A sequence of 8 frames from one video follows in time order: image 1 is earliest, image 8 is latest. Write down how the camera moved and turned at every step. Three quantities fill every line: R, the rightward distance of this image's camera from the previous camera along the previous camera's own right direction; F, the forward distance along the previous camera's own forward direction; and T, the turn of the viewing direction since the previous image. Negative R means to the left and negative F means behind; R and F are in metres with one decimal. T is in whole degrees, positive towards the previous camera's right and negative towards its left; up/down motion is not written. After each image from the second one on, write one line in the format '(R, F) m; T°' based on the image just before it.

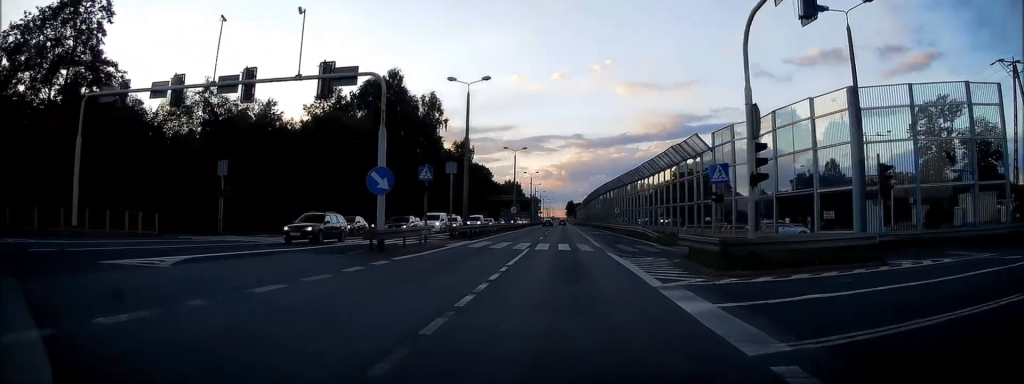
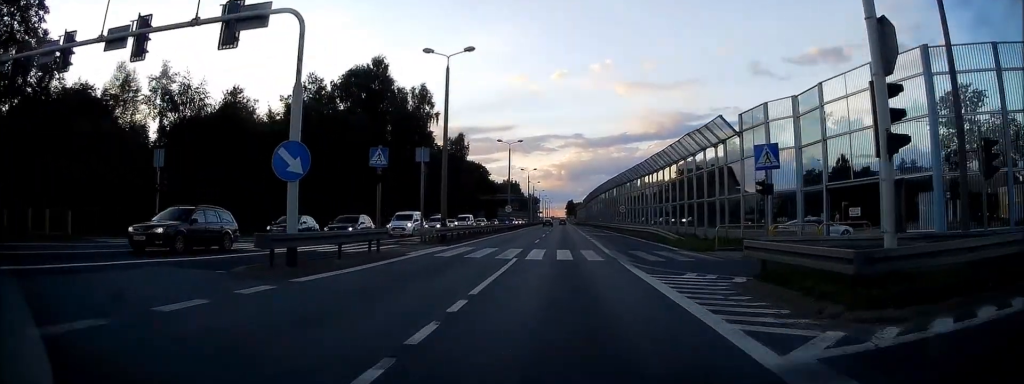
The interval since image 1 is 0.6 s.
(0.0, +6.4) m; -1°
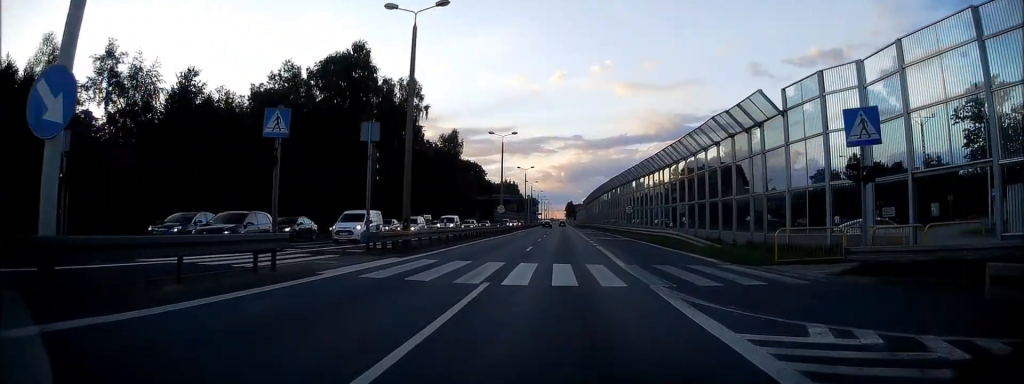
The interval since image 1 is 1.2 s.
(-0.1, +6.9) m; -1°
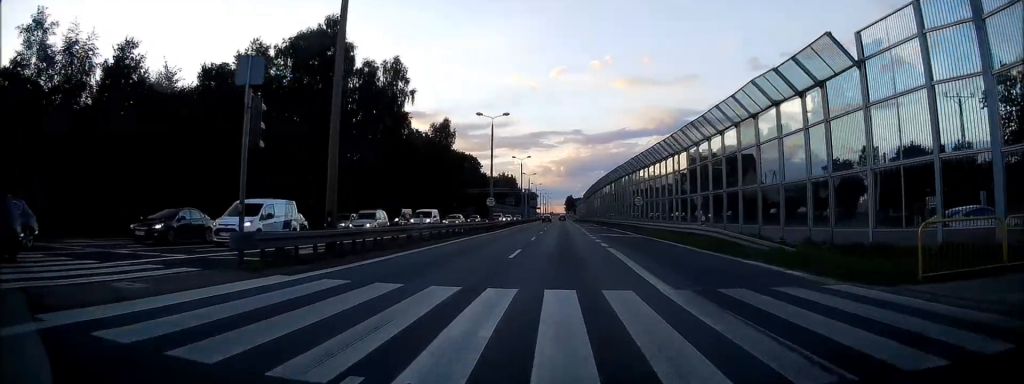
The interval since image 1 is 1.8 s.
(-0.1, +7.8) m; 0°
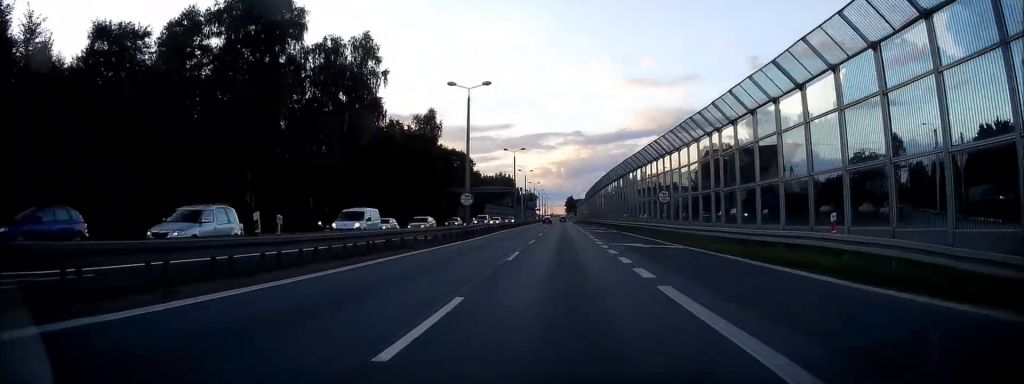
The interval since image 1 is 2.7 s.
(0.0, +12.5) m; 0°
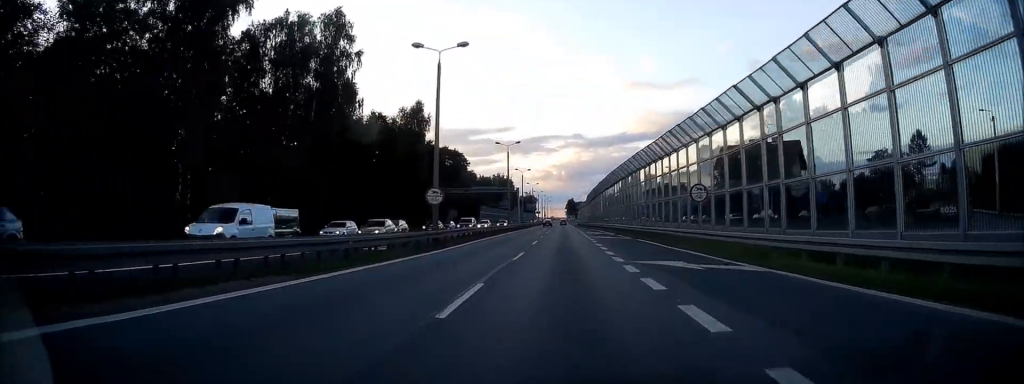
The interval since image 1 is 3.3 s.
(+0.1, +9.4) m; 0°
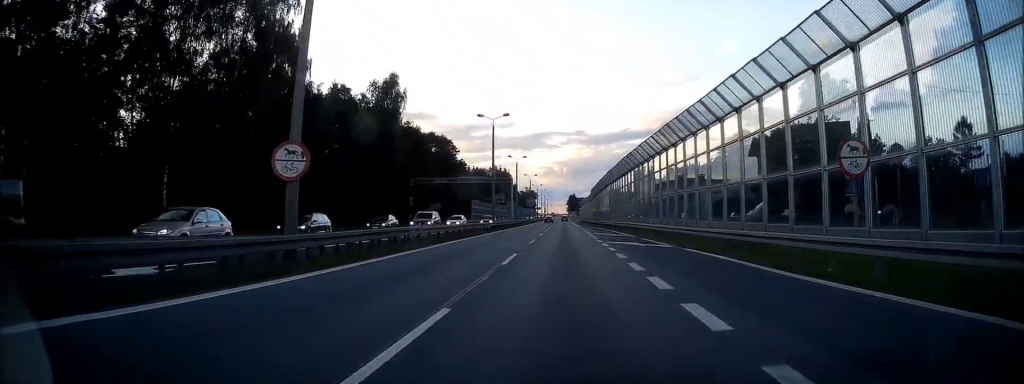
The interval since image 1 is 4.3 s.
(-0.1, +15.4) m; 0°
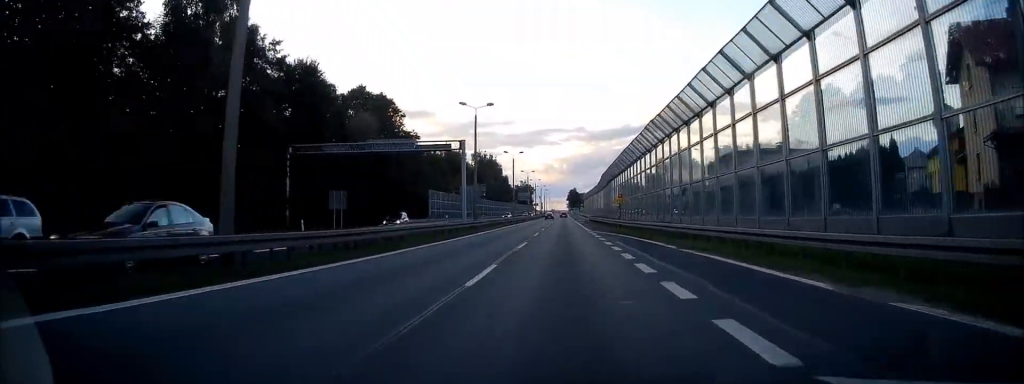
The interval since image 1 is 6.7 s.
(+0.1, +41.2) m; 0°
